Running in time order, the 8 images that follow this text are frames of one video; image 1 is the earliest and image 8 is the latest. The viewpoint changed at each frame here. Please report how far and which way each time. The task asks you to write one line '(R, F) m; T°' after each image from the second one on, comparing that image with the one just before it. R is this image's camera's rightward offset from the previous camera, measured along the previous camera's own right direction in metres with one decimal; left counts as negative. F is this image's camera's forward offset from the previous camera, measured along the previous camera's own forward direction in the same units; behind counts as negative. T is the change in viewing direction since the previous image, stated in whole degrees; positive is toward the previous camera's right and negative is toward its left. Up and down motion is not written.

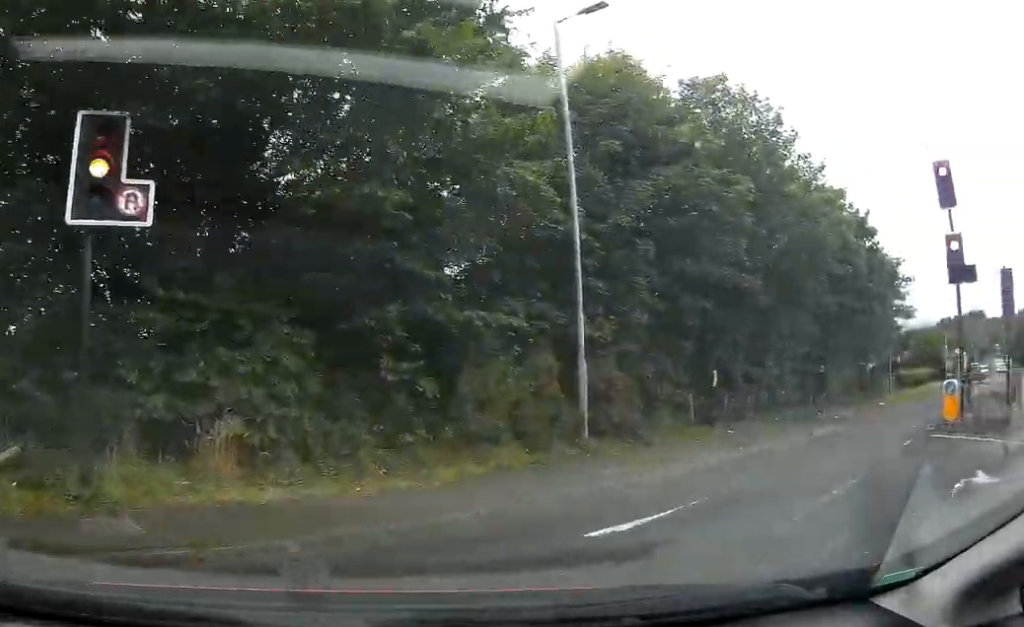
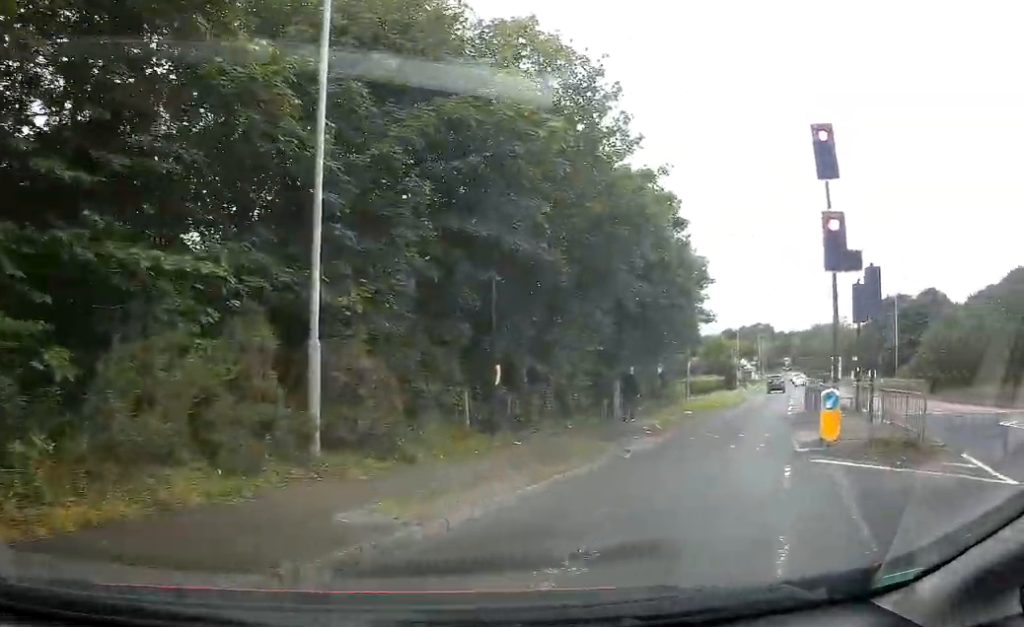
(+0.7, +3.6) m; +14°
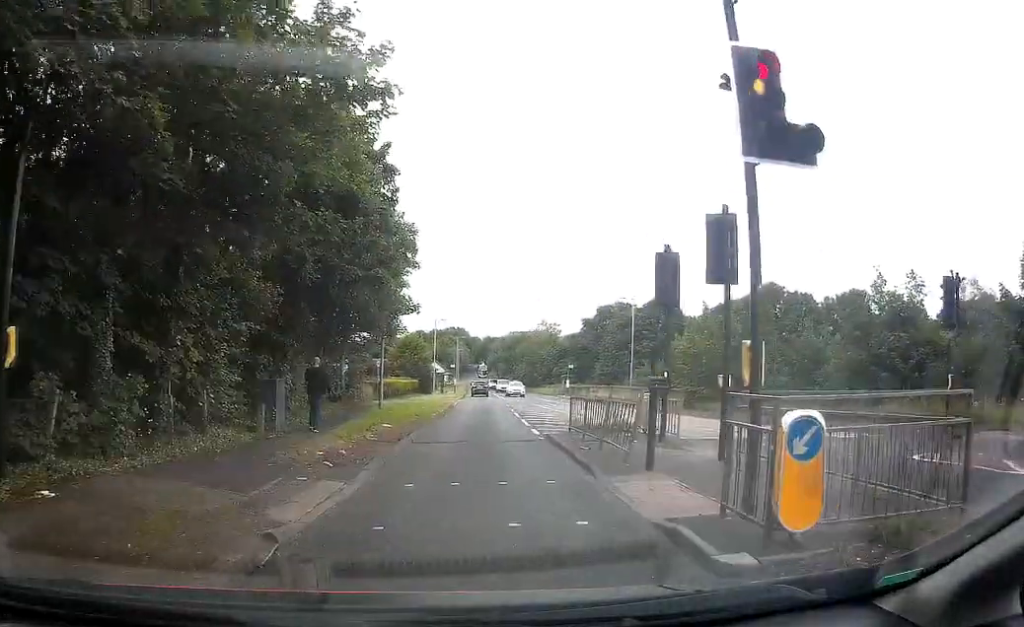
(+1.5, +7.2) m; +19°
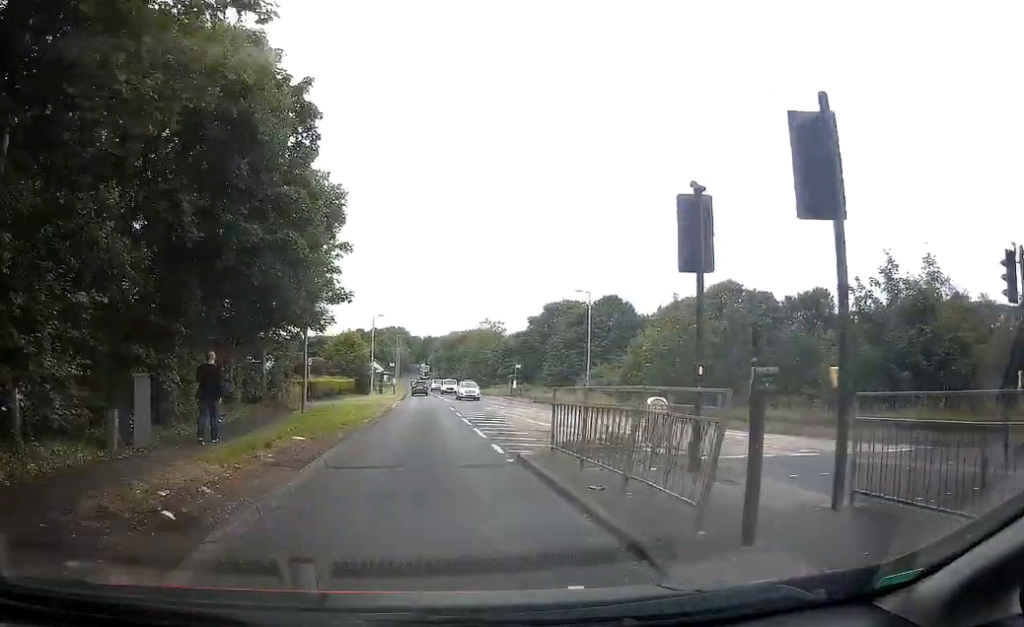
(+0.4, +4.7) m; +7°
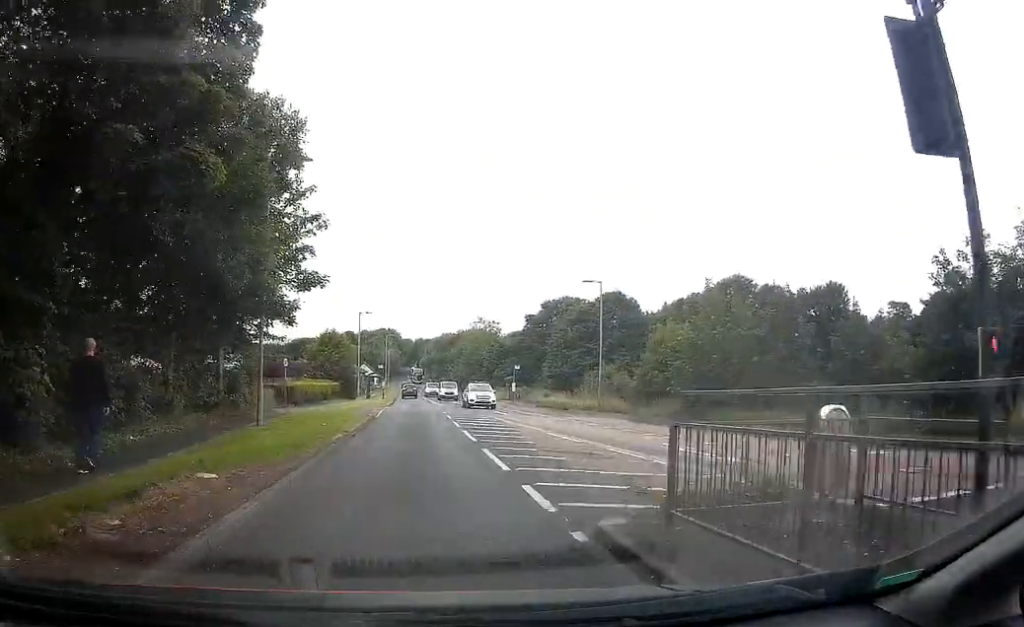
(+0.2, +5.3) m; +5°
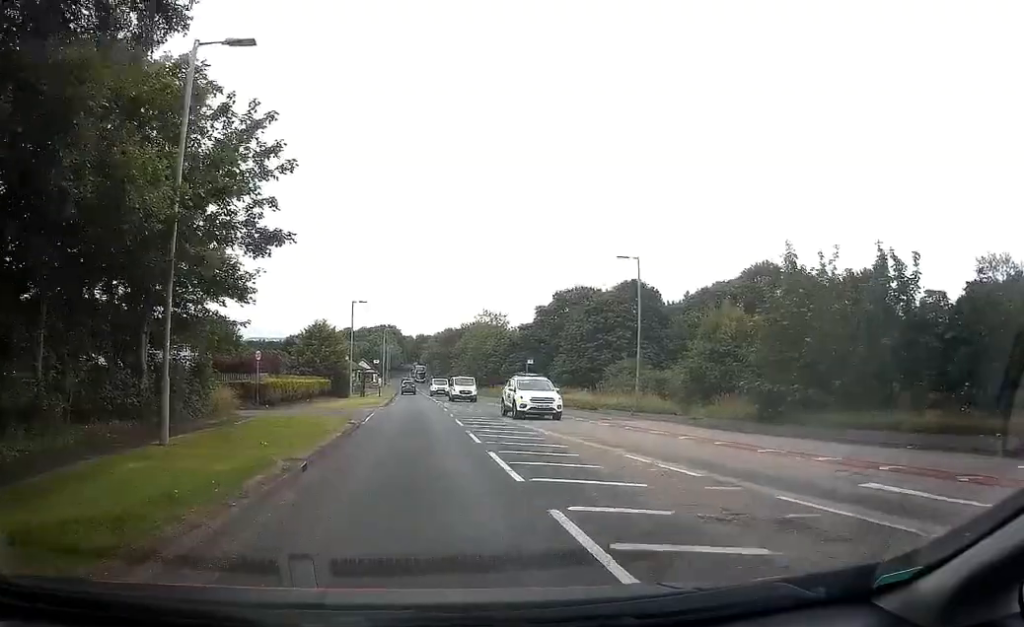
(+0.4, +7.8) m; +1°
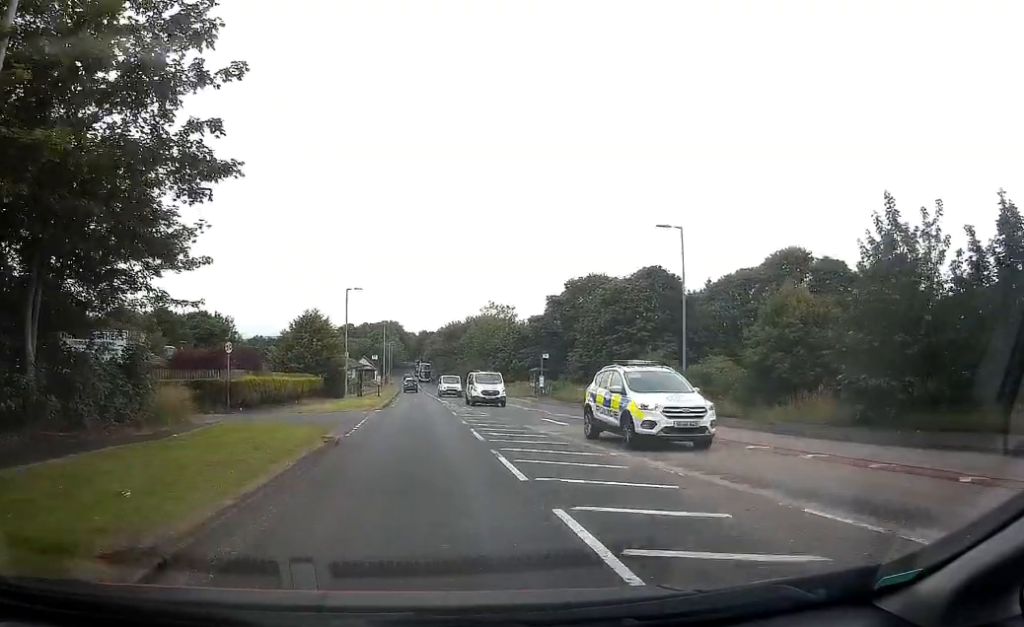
(-0.2, +6.6) m; -1°
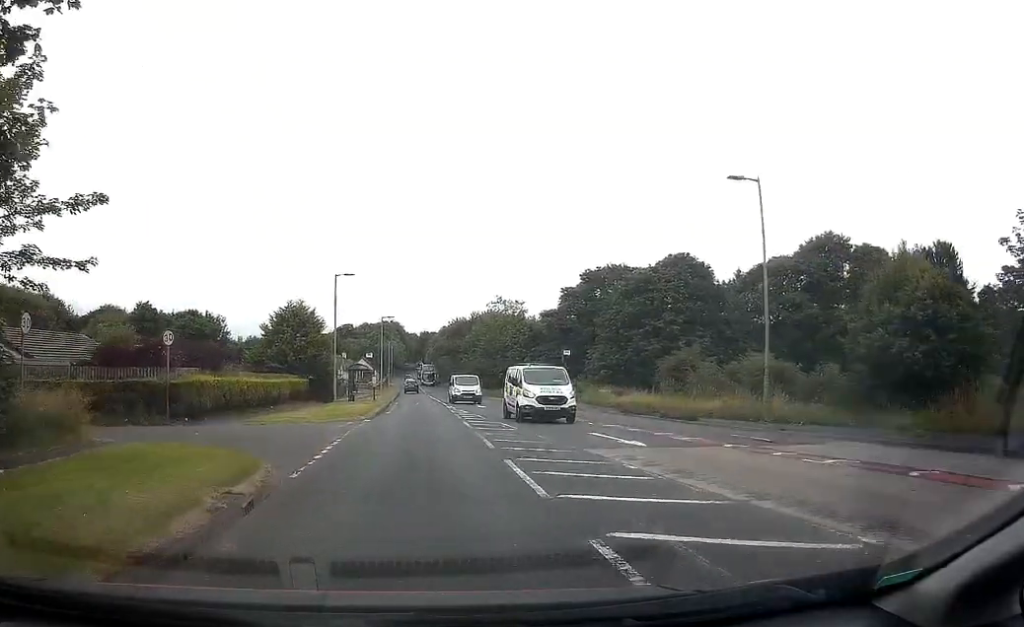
(0.0, +8.1) m; 0°
